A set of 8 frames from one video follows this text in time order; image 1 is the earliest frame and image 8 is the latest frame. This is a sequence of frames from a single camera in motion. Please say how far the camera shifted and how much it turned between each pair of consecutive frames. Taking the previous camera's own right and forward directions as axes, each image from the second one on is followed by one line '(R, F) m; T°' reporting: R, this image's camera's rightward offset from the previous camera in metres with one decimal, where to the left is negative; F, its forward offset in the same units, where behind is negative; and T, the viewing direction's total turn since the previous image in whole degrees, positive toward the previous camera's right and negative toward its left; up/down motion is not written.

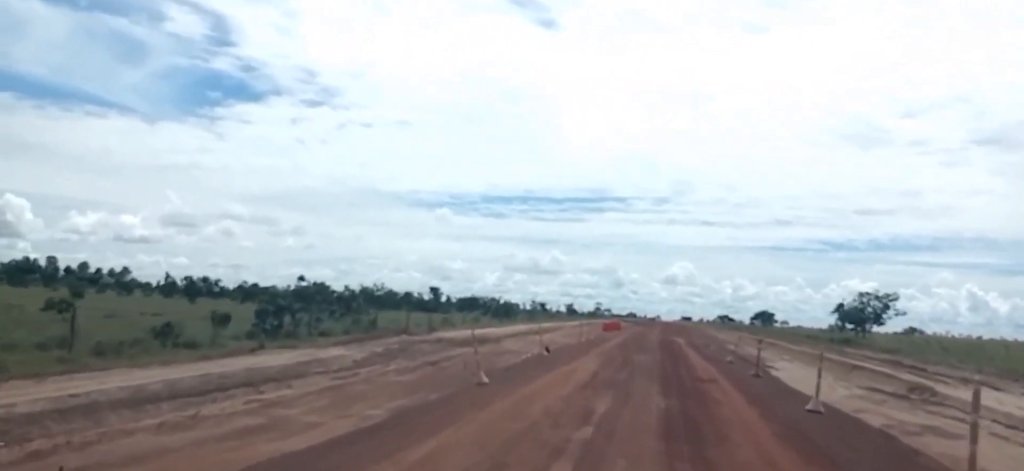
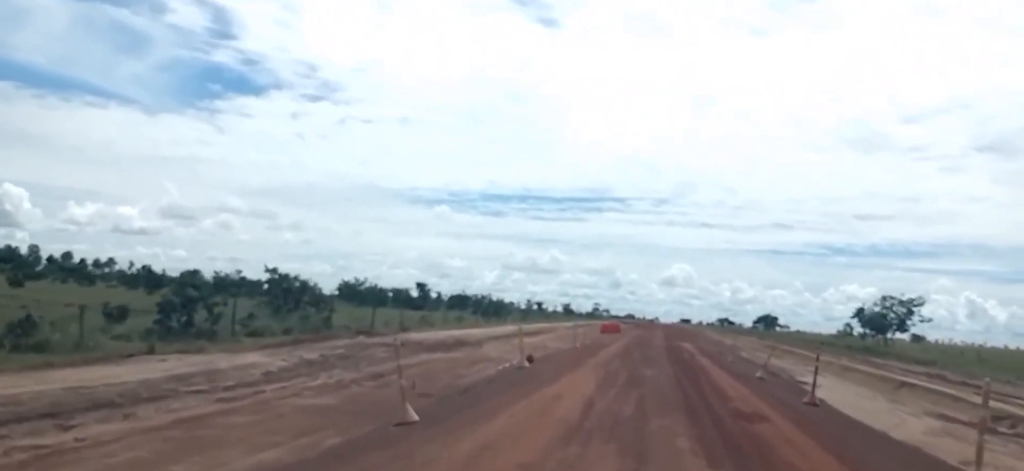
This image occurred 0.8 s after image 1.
(-0.1, +7.4) m; -1°
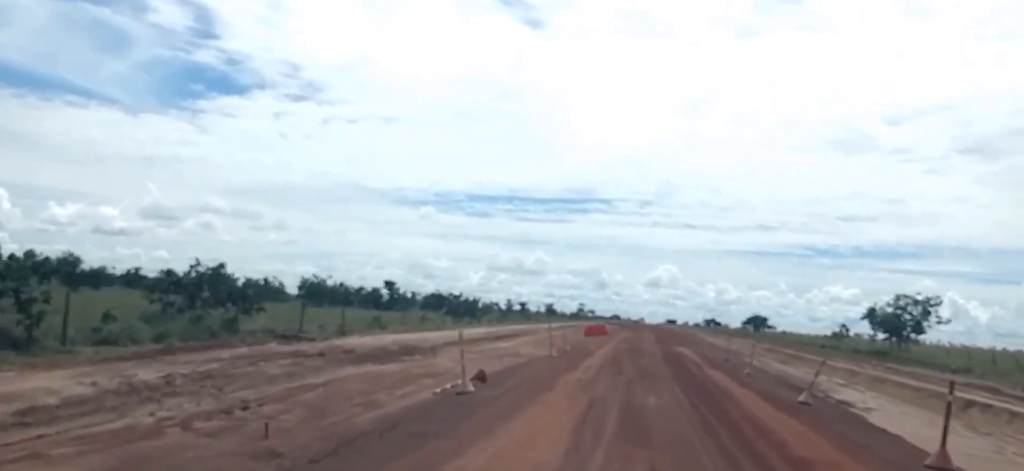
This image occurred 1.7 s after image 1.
(-0.1, +8.9) m; +1°
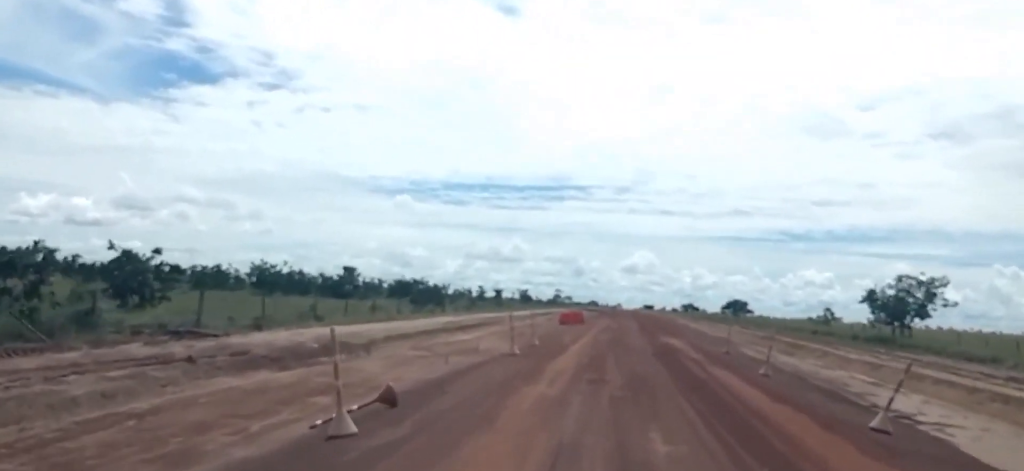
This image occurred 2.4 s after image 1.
(+0.3, +7.3) m; +2°
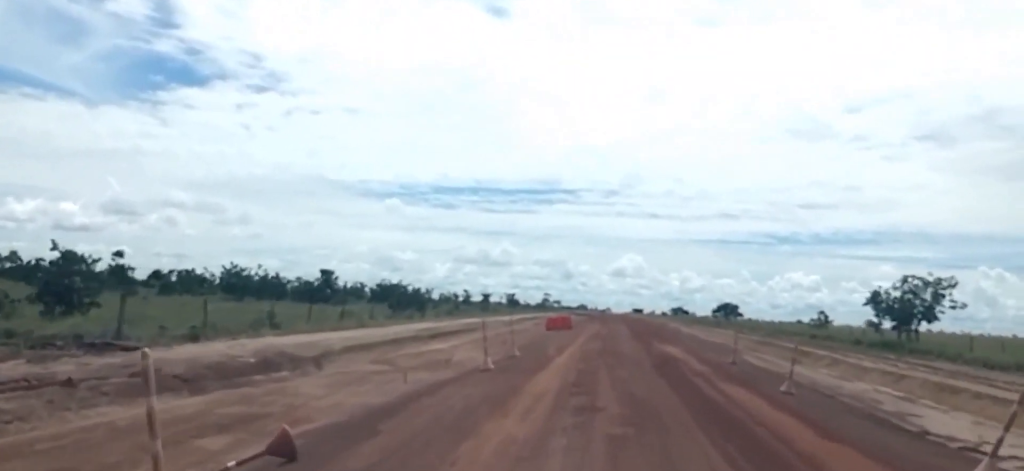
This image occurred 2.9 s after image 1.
(0.0, +4.2) m; +1°
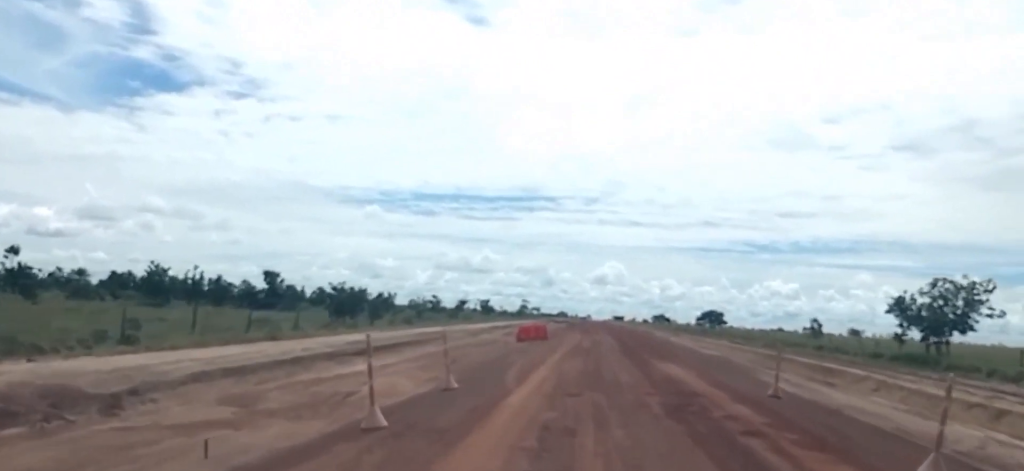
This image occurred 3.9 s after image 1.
(+0.1, +10.0) m; +1°
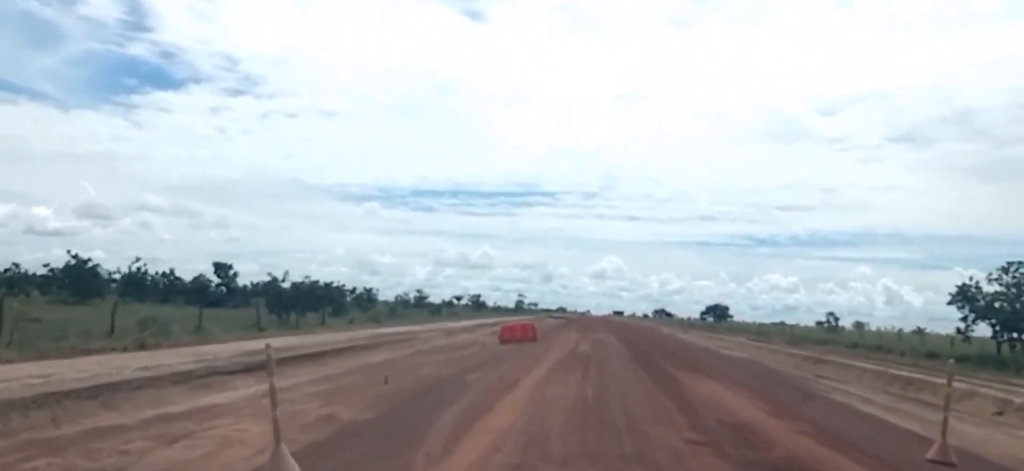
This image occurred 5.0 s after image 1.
(+0.1, +10.0) m; 0°
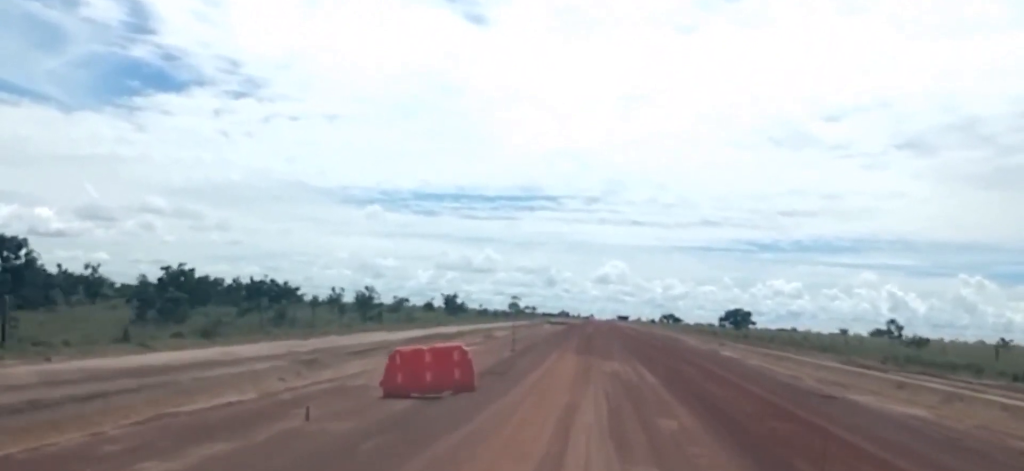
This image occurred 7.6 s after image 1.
(-0.7, +26.1) m; -2°
